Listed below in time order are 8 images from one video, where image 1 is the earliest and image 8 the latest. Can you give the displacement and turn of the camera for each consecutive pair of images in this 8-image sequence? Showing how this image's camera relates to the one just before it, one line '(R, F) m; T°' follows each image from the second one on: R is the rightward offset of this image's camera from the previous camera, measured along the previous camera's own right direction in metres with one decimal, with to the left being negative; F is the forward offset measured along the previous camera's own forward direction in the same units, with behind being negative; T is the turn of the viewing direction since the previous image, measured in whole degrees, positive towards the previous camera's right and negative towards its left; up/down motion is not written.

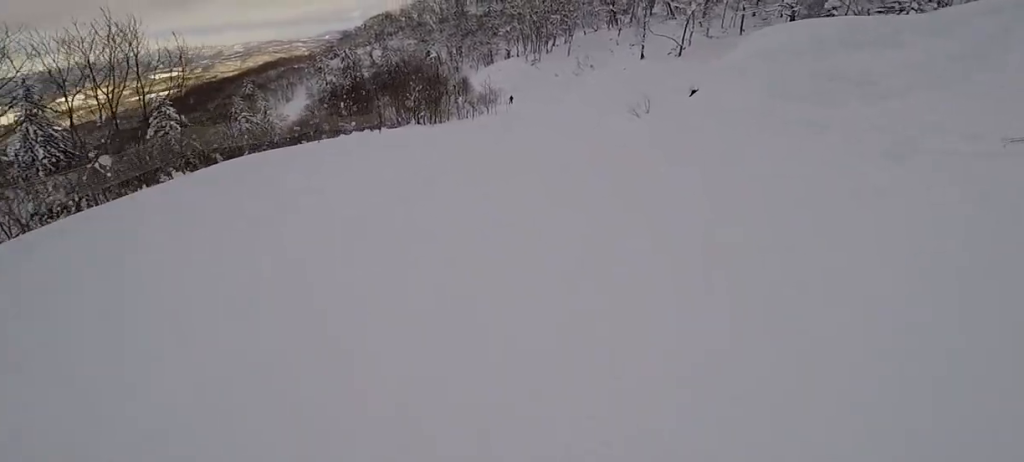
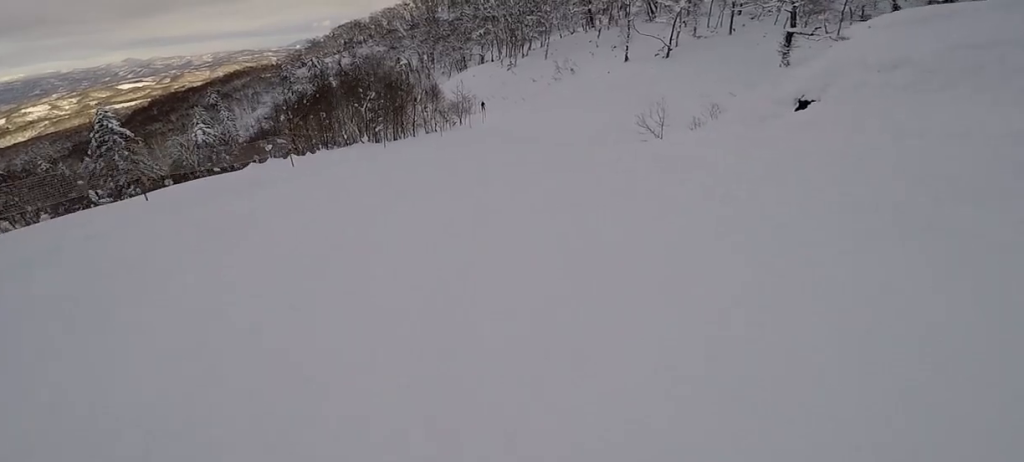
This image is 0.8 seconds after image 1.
(+0.1, +7.7) m; +5°
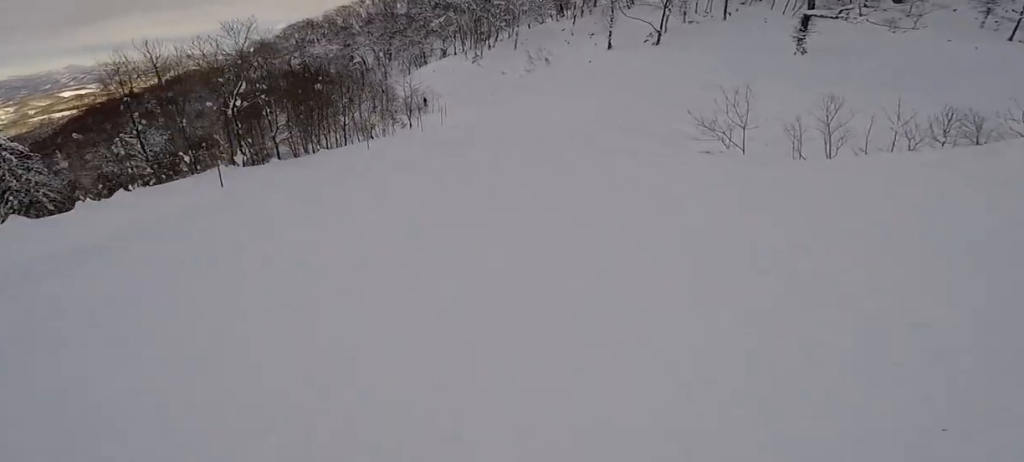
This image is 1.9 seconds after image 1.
(+1.1, +11.4) m; +3°
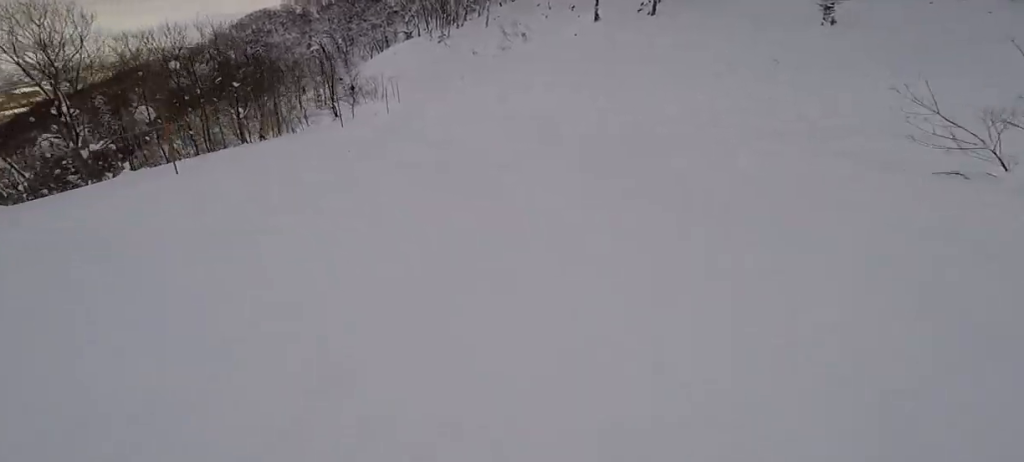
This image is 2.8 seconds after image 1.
(-0.3, +9.5) m; -7°
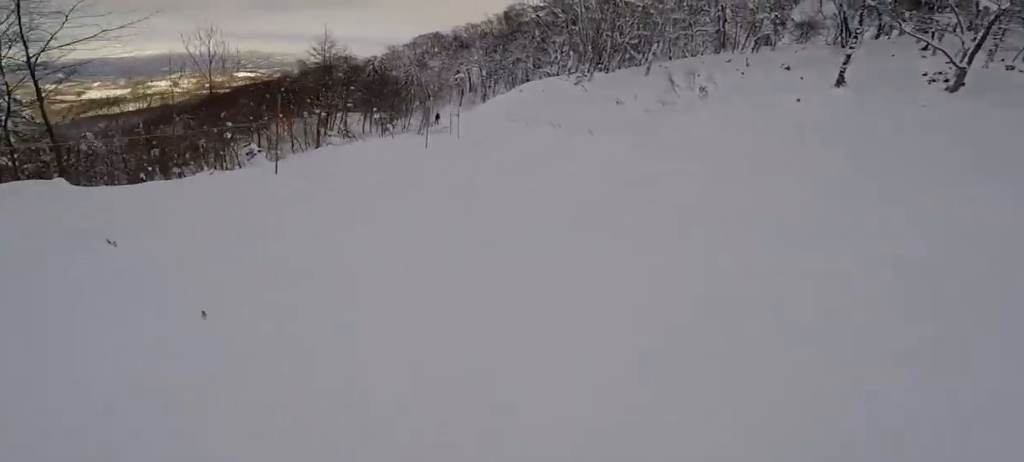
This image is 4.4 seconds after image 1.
(-2.1, +16.4) m; -8°
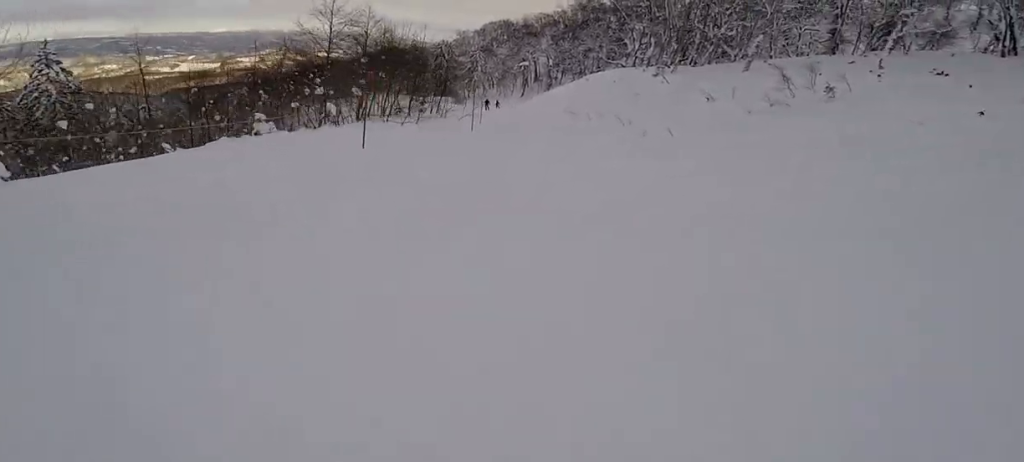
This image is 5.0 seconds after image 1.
(0.0, +7.1) m; -4°
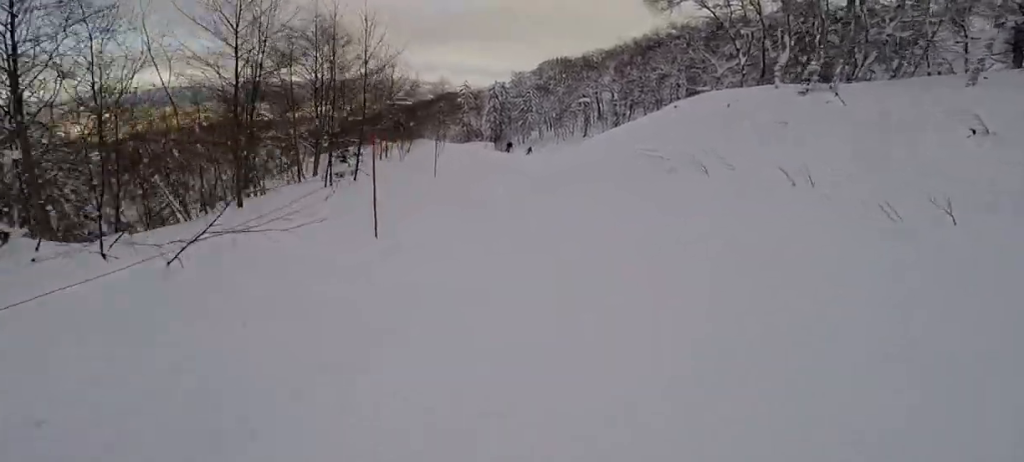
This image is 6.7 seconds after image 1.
(-1.8, +17.3) m; -6°
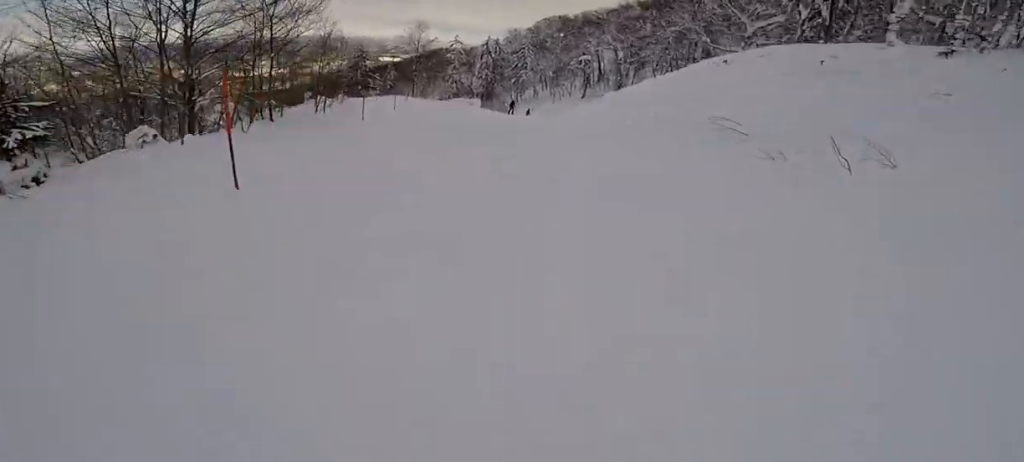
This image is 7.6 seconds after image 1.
(+1.4, +8.8) m; -7°
